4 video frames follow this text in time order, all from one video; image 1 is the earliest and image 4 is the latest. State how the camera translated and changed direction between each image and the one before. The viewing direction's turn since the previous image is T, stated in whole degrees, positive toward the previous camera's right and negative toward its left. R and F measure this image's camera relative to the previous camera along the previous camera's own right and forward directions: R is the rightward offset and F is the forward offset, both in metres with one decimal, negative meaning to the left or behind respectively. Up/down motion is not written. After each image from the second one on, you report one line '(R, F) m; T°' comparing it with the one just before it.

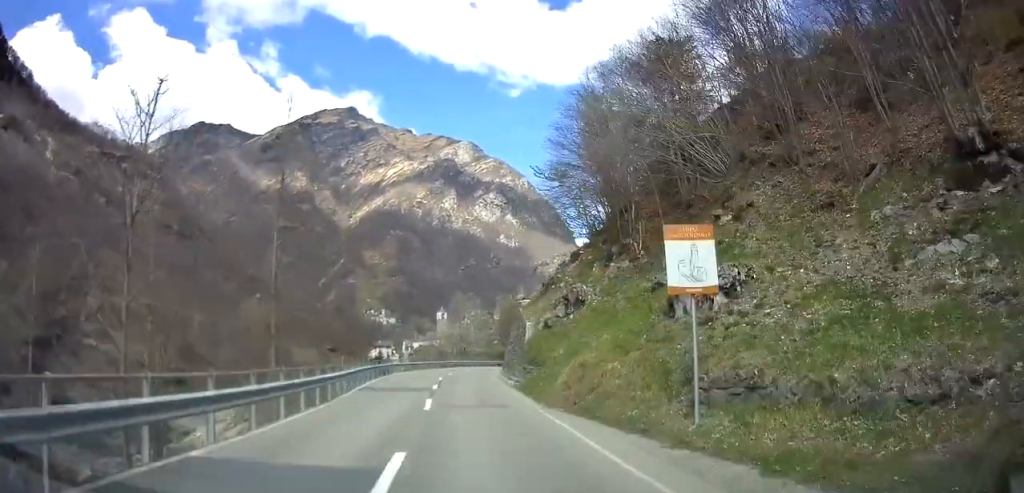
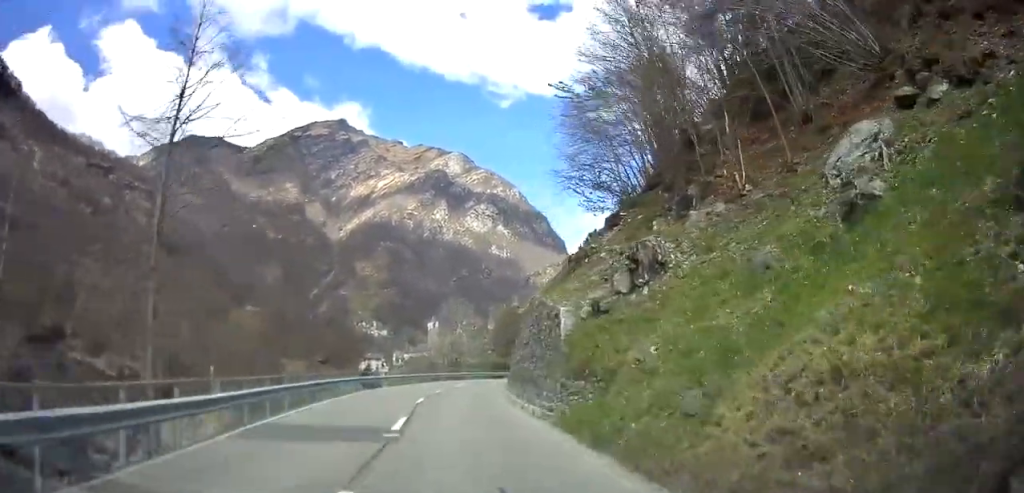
(0.0, +11.9) m; 0°
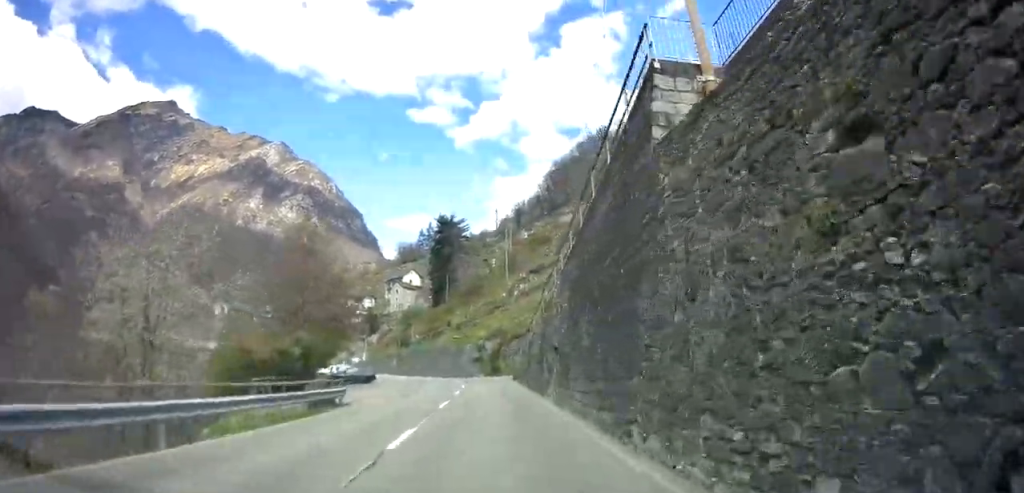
(+2.6, +57.6) m; +10°
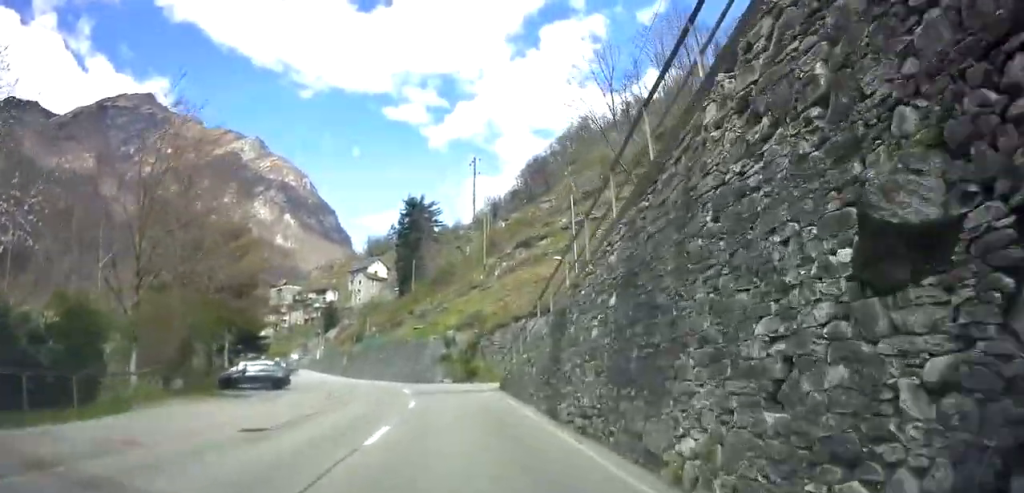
(+0.9, +17.0) m; +7°
